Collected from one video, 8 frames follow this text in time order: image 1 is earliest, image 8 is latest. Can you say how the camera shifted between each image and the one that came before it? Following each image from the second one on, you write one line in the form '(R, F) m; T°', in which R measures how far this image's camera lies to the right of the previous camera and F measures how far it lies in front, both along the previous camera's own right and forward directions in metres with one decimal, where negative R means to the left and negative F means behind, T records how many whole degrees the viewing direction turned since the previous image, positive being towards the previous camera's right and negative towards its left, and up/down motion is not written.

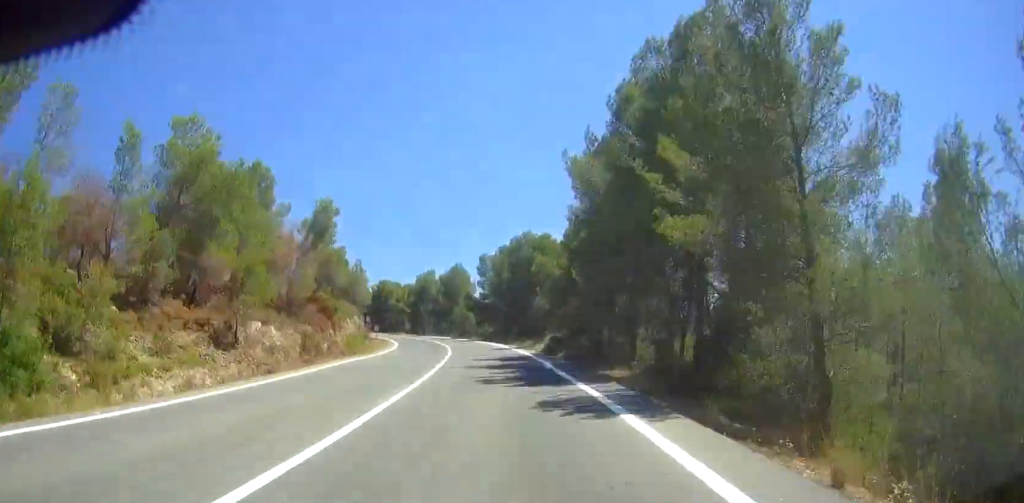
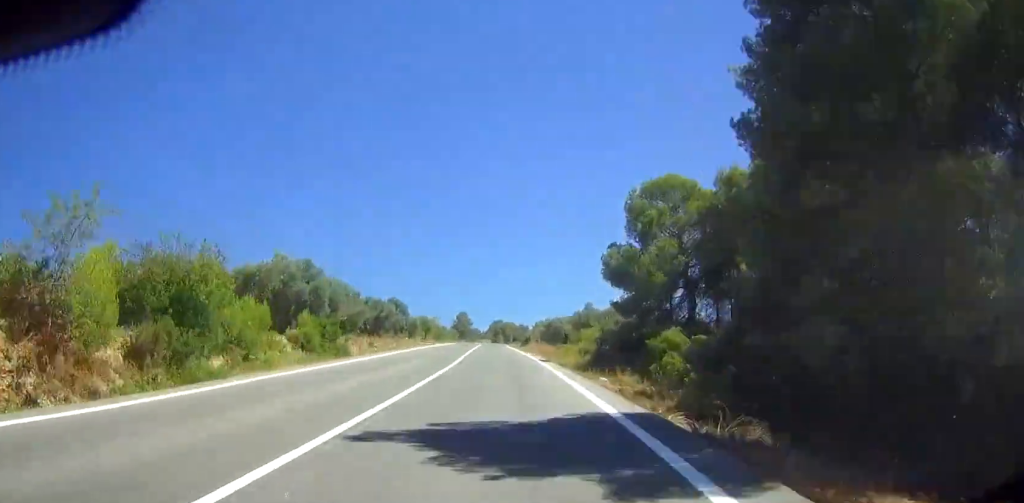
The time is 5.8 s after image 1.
(-23.3, +138.4) m; -16°
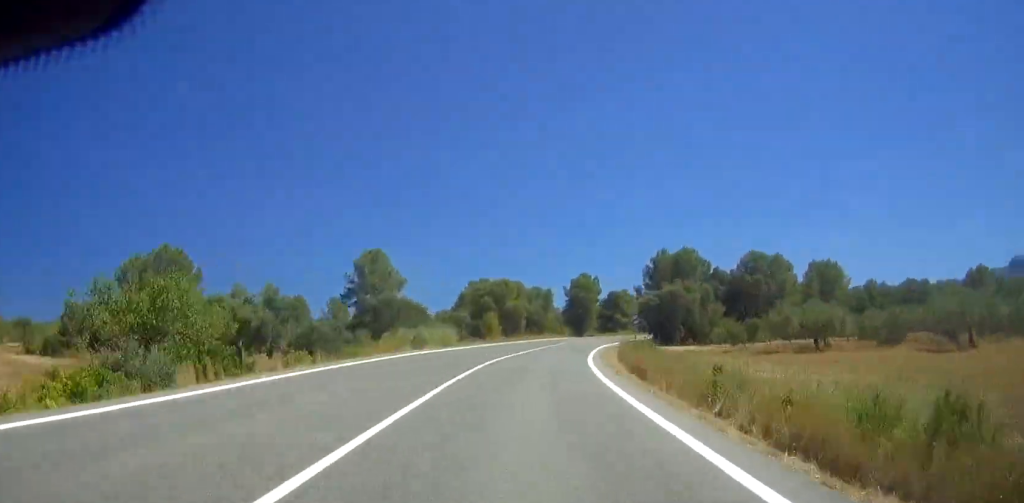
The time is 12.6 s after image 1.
(-8.2, +169.4) m; +4°
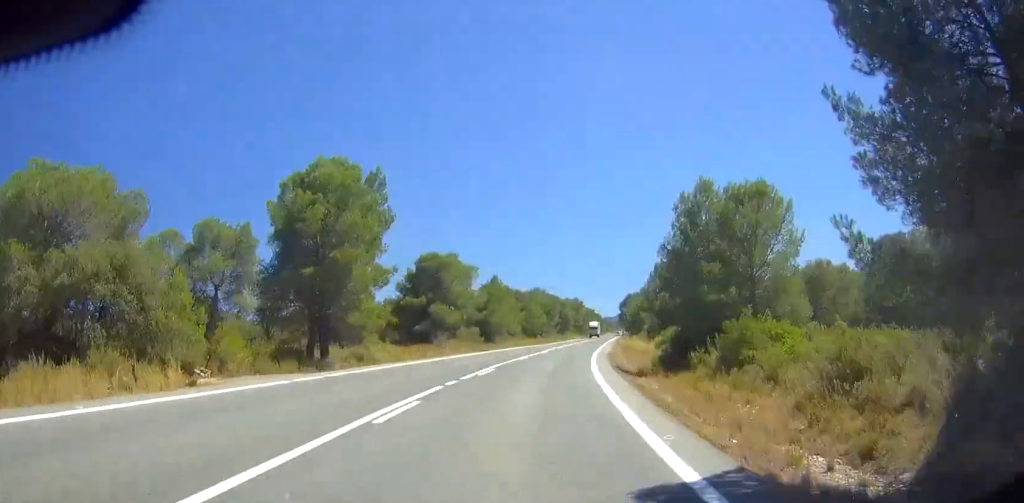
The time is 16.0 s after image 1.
(+6.0, +83.6) m; +10°
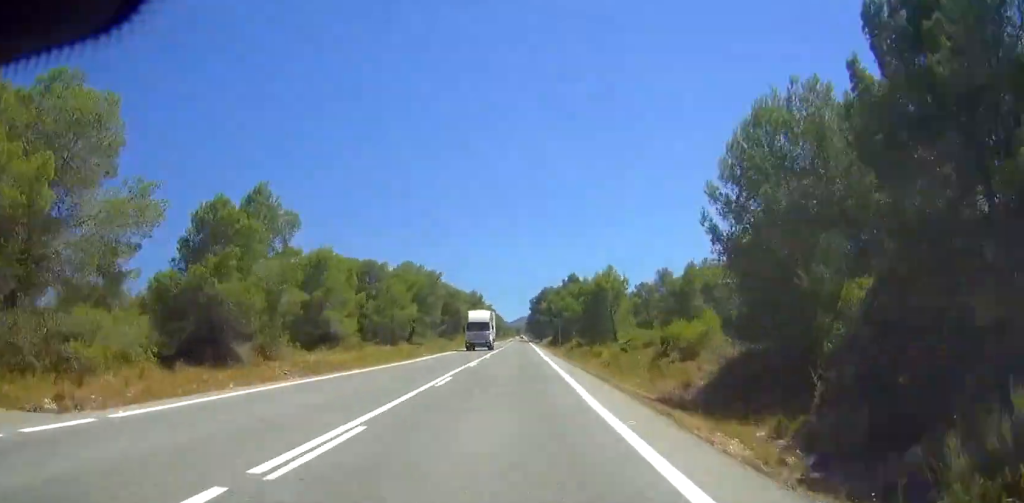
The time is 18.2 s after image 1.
(+5.6, +56.1) m; +3°
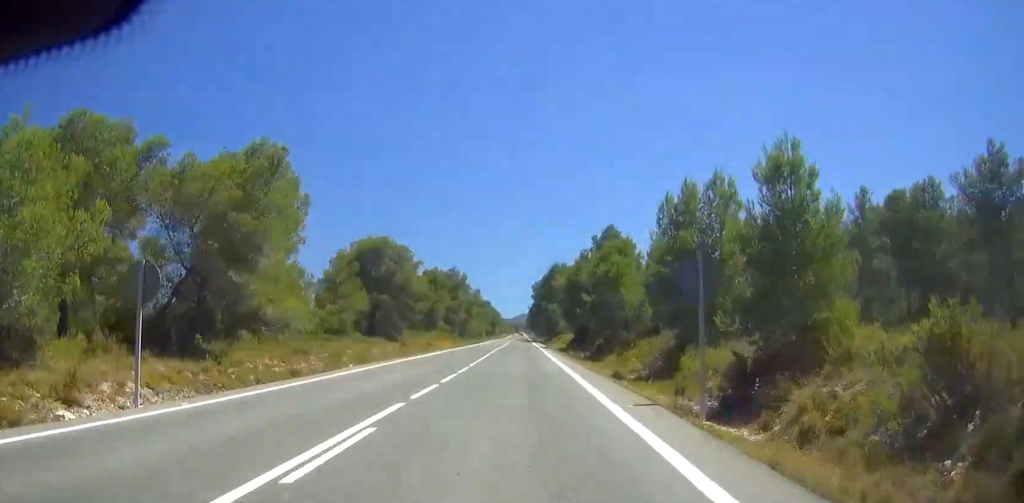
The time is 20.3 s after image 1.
(+2.1, +52.3) m; +3°
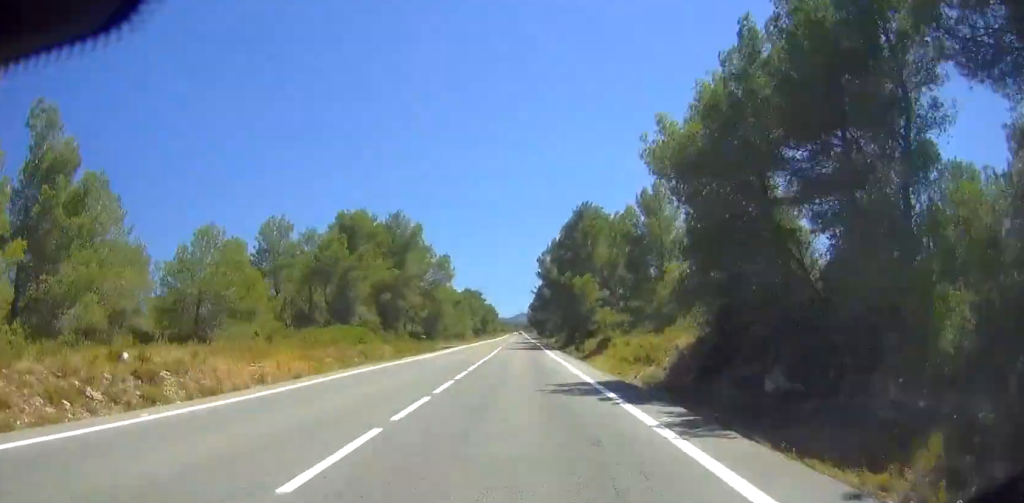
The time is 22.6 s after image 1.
(+0.2, +56.5) m; 0°
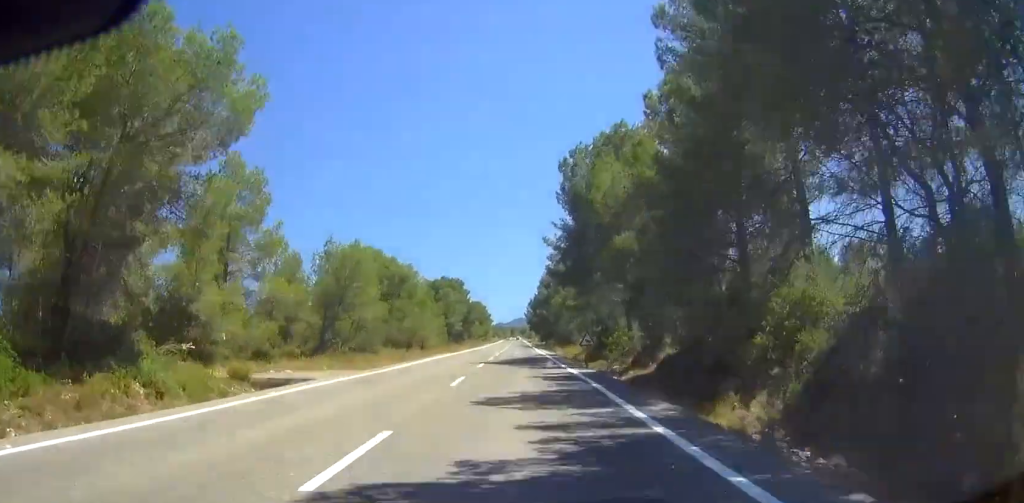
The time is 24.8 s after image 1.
(+0.1, +56.5) m; 0°
